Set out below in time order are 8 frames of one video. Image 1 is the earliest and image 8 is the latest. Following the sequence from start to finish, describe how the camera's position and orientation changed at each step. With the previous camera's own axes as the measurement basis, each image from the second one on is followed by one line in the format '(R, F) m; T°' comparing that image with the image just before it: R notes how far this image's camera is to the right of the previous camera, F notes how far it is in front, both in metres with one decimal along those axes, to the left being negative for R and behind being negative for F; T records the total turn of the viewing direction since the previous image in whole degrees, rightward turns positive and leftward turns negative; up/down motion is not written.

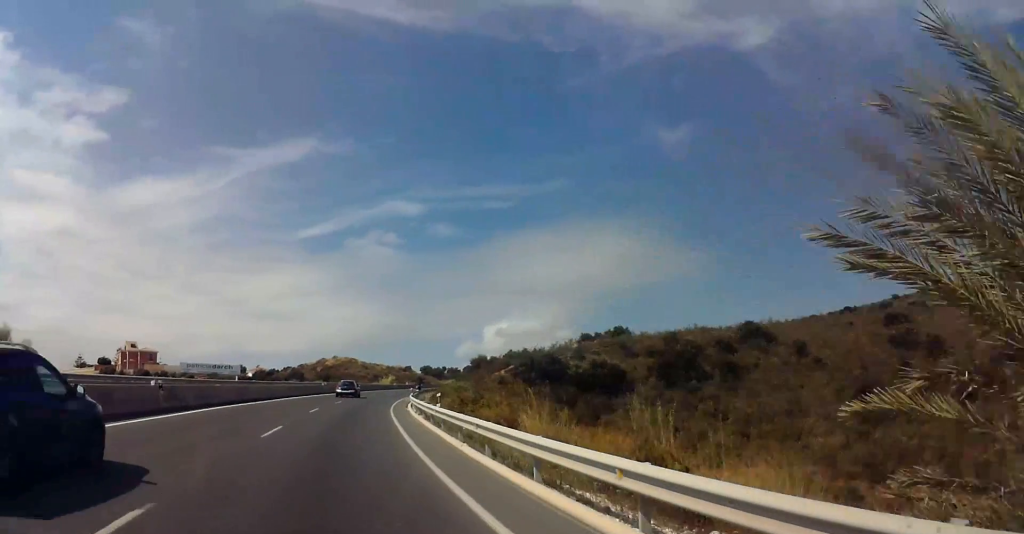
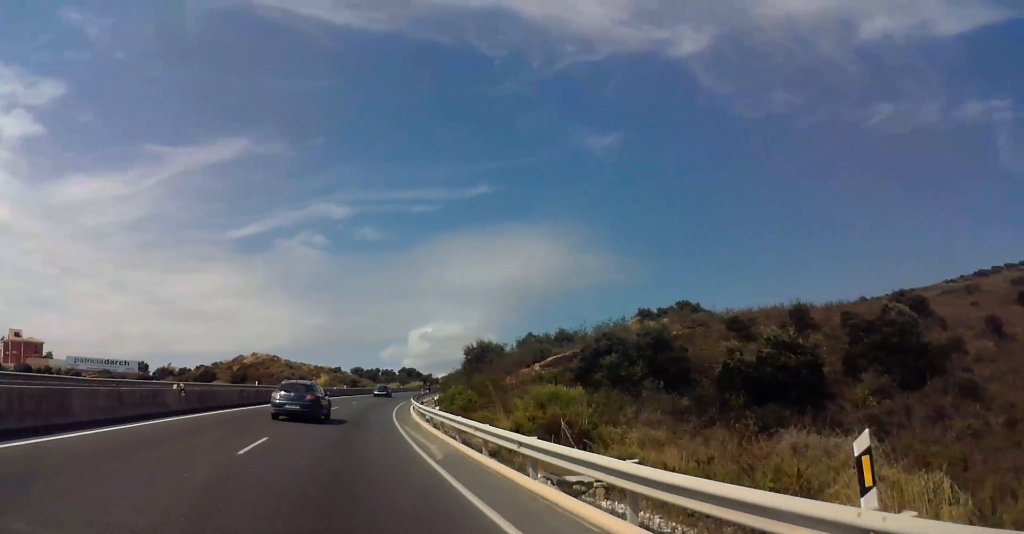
(+3.8, +43.0) m; +7°
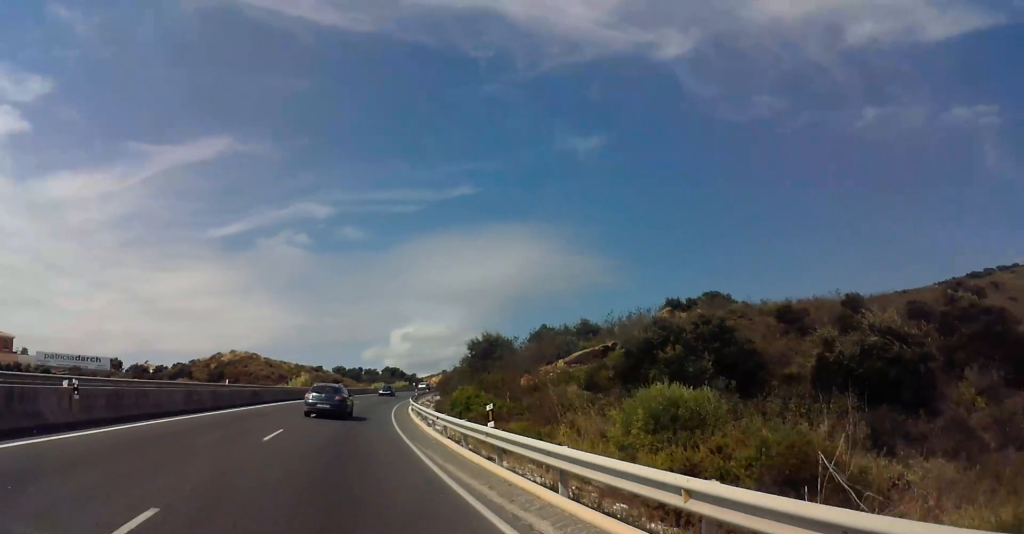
(0.0, +9.3) m; +1°
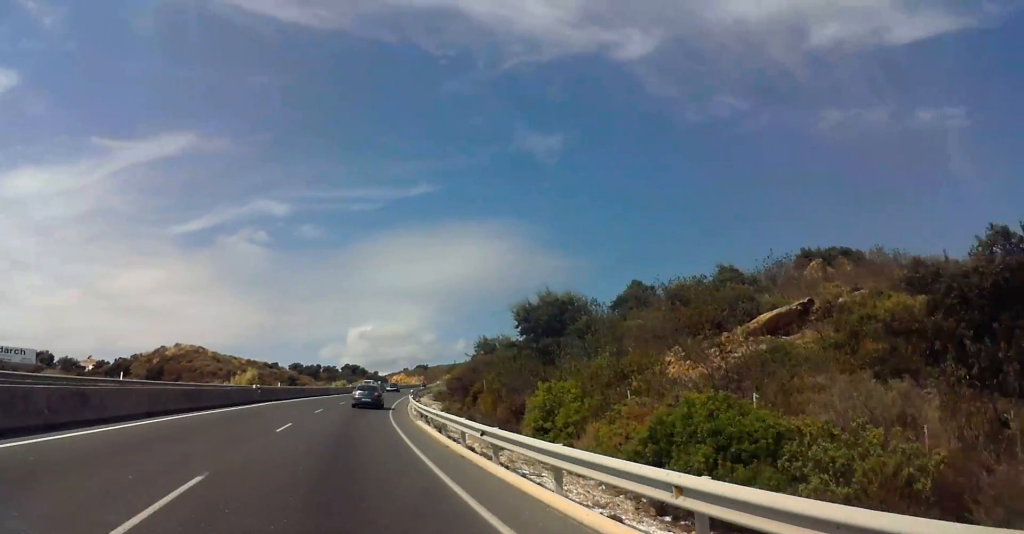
(+0.6, +24.5) m; +3°
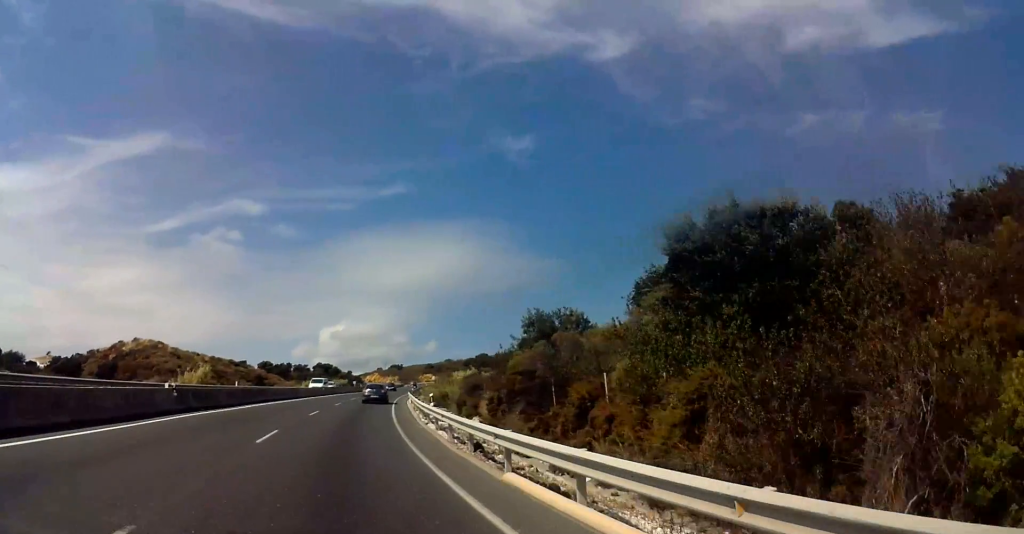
(+0.1, +15.9) m; +3°
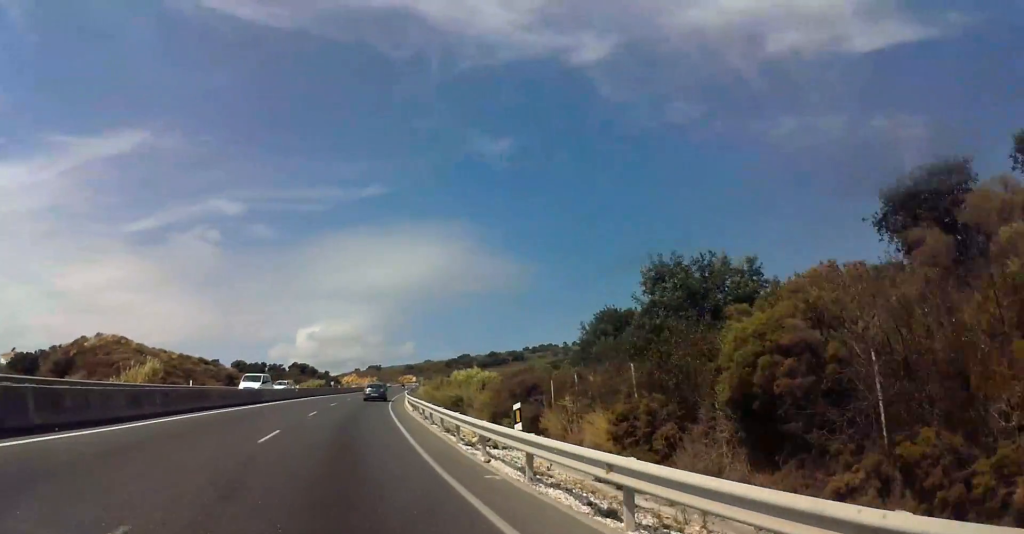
(+0.5, +13.7) m; +4°
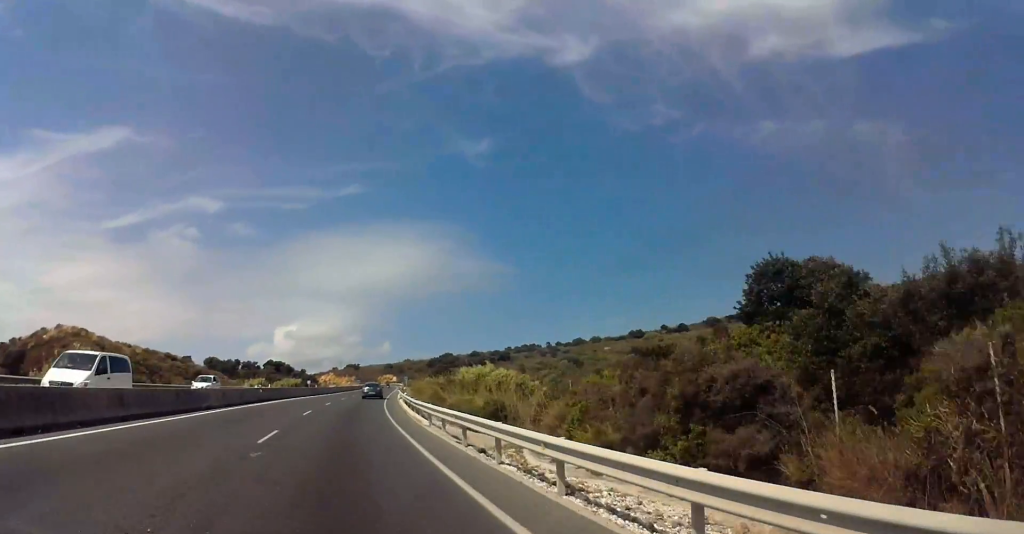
(+0.5, +13.1) m; +3°
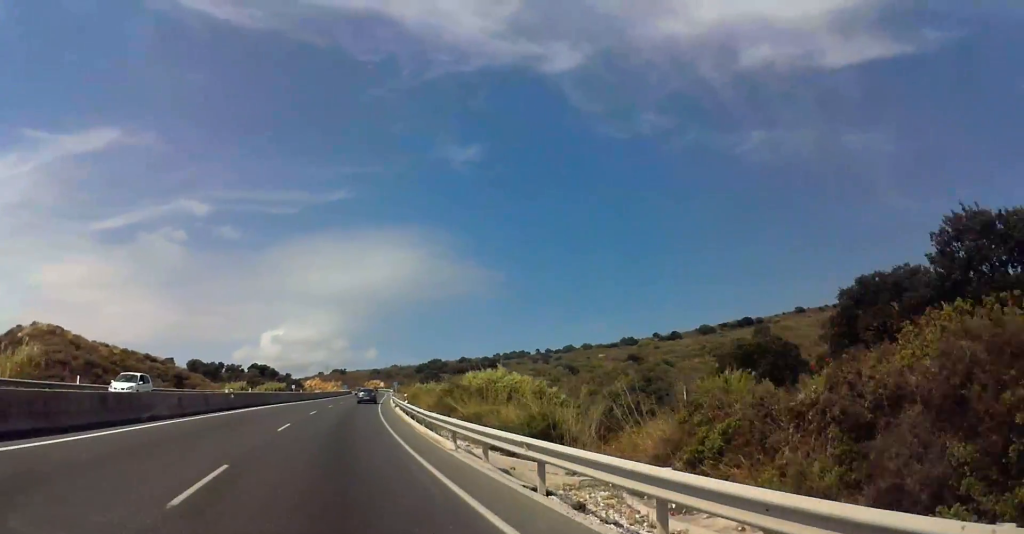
(+0.2, +8.1) m; +1°
